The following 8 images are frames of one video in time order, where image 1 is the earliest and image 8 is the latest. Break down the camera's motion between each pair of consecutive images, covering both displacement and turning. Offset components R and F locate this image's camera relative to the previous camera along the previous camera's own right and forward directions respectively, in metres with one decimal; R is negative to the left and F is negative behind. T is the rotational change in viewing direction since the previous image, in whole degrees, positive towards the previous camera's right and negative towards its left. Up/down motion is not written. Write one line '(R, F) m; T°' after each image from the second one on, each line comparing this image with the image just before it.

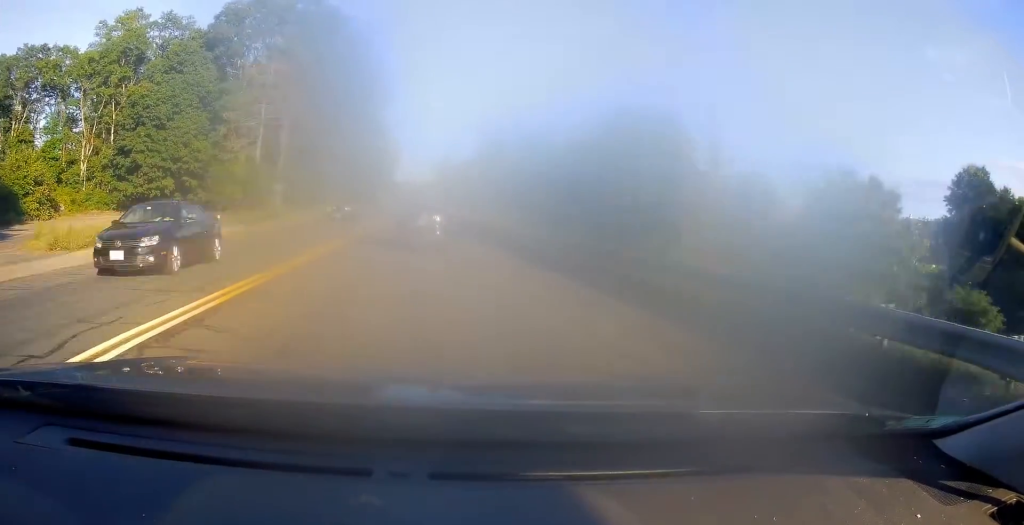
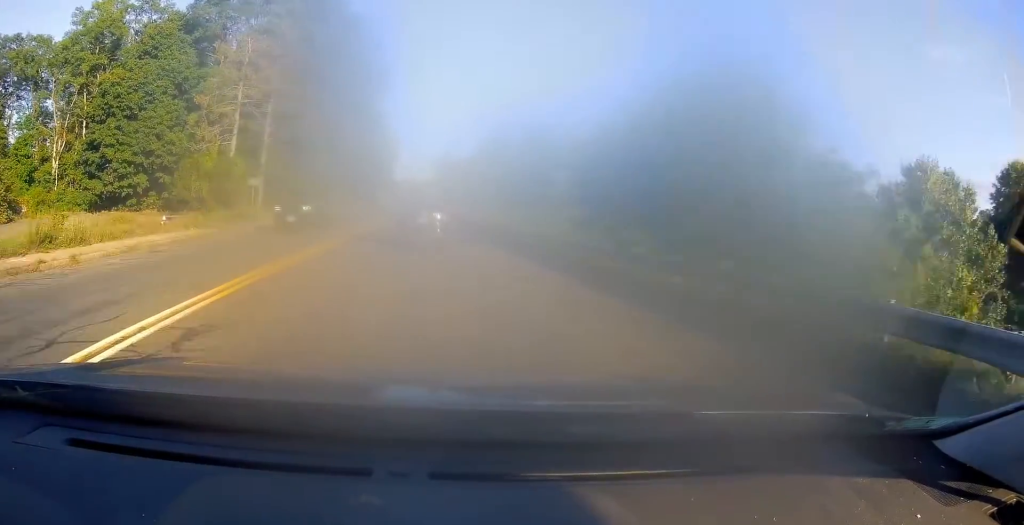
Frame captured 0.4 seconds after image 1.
(-0.2, +8.2) m; -1°
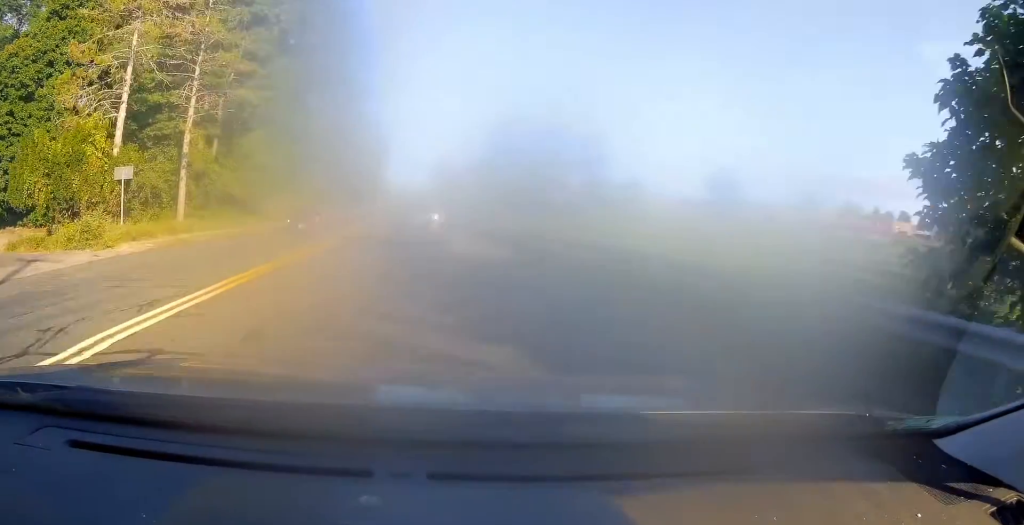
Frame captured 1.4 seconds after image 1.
(-0.2, +18.3) m; -1°
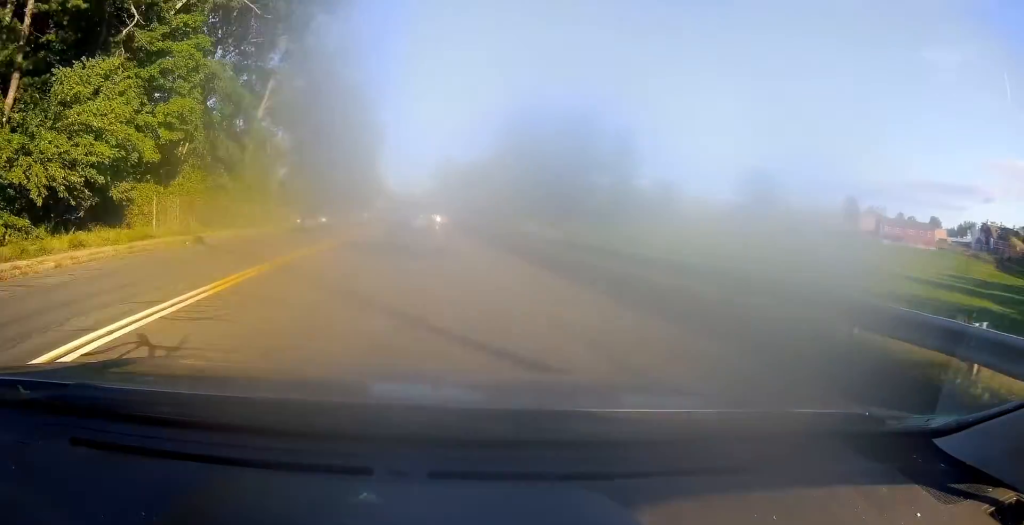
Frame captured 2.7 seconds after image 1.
(0.0, +24.6) m; -1°
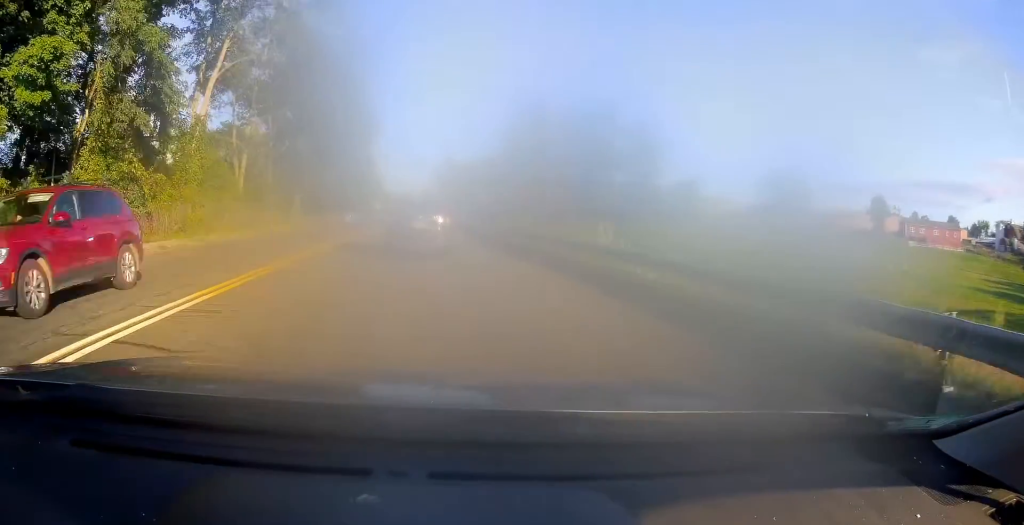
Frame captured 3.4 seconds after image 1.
(-0.3, +13.7) m; 0°
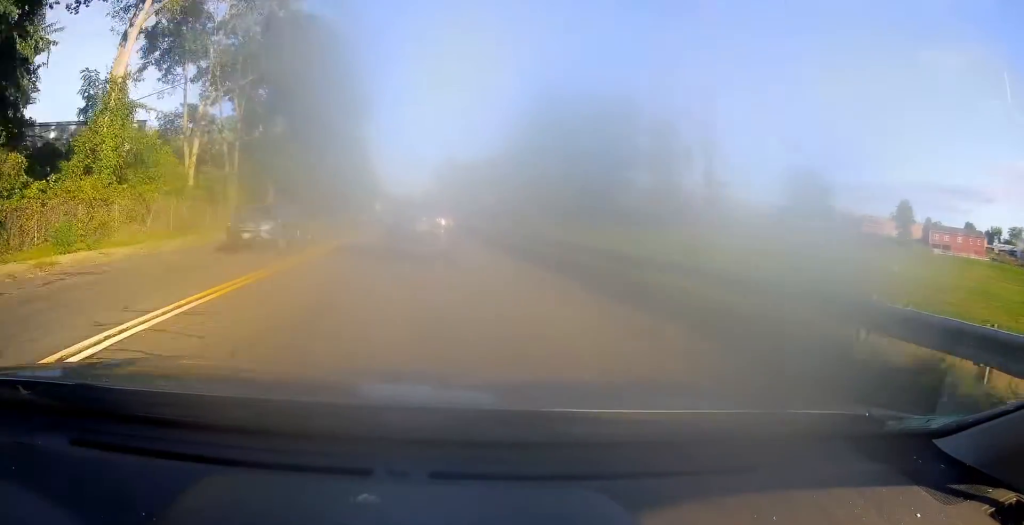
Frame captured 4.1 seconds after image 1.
(-0.1, +12.4) m; 0°
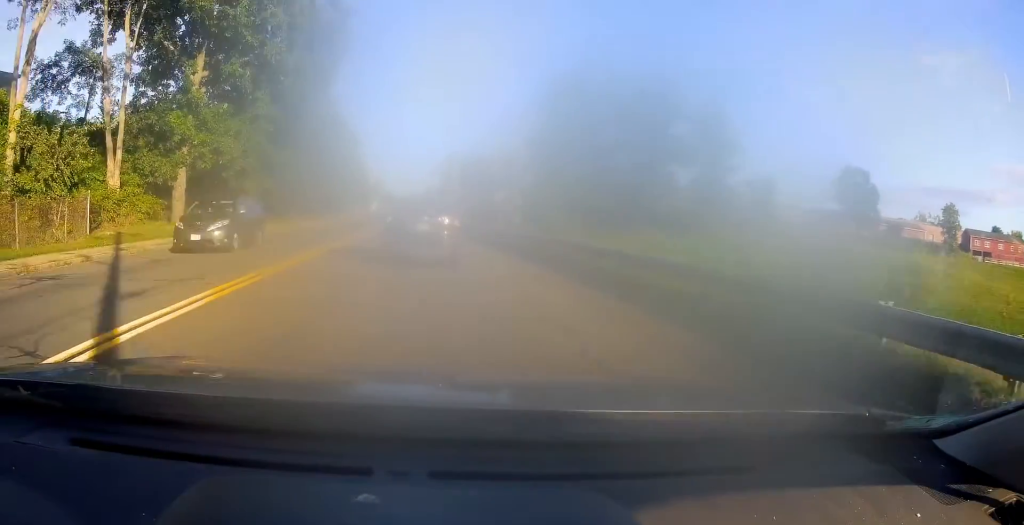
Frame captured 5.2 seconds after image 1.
(+0.4, +19.5) m; 0°
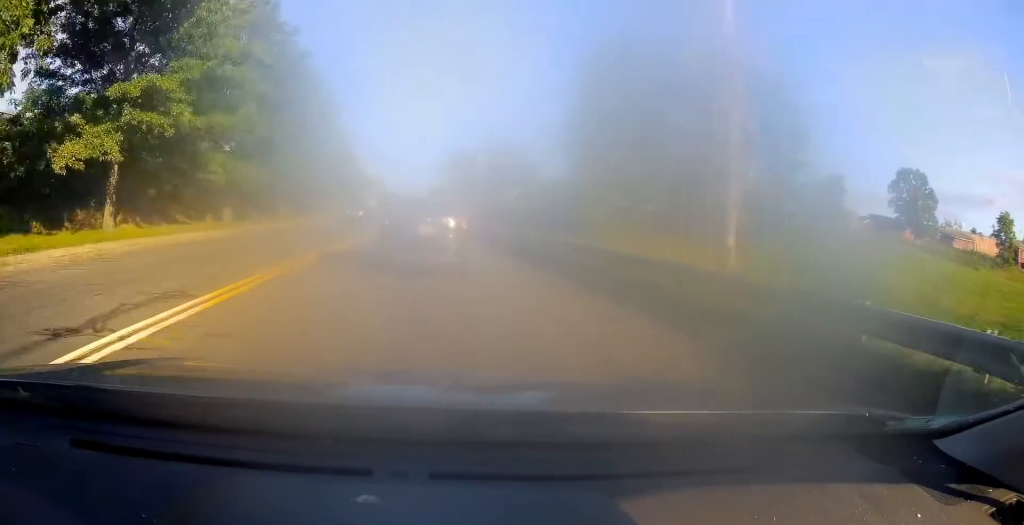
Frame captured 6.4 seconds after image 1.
(0.0, +22.2) m; +1°
